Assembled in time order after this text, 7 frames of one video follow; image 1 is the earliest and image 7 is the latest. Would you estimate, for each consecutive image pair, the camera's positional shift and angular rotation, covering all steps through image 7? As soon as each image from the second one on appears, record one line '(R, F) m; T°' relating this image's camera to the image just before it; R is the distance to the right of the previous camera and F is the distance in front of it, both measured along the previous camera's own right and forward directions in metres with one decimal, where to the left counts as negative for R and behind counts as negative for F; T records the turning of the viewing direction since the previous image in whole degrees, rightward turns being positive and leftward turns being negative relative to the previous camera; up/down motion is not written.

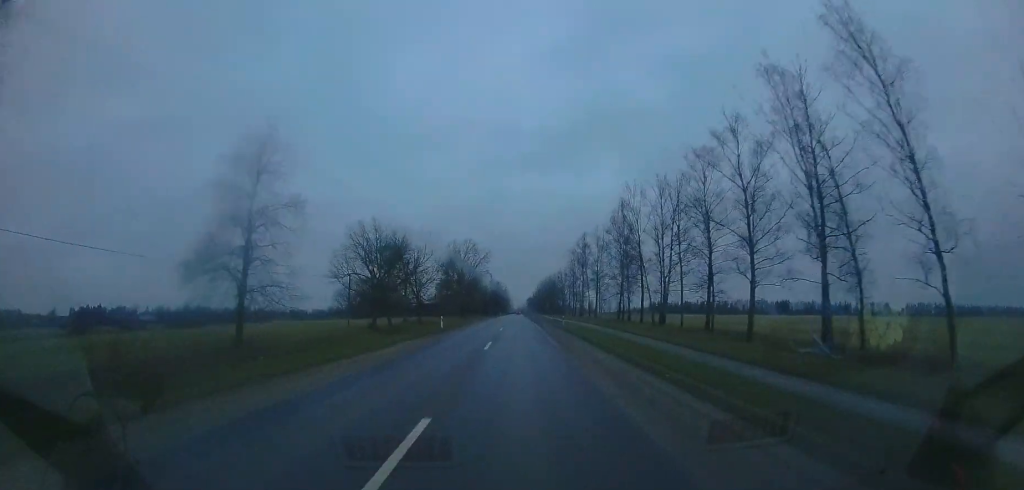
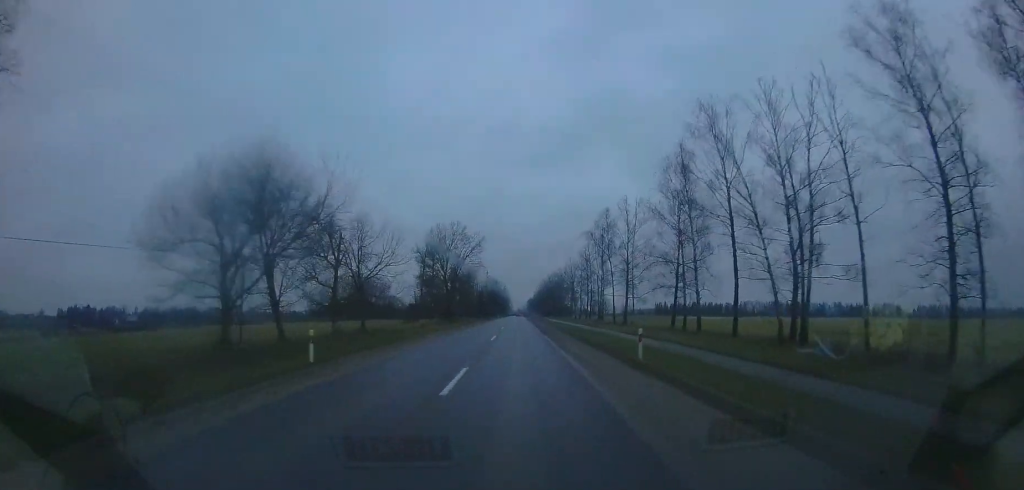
(+0.1, +19.2) m; 0°
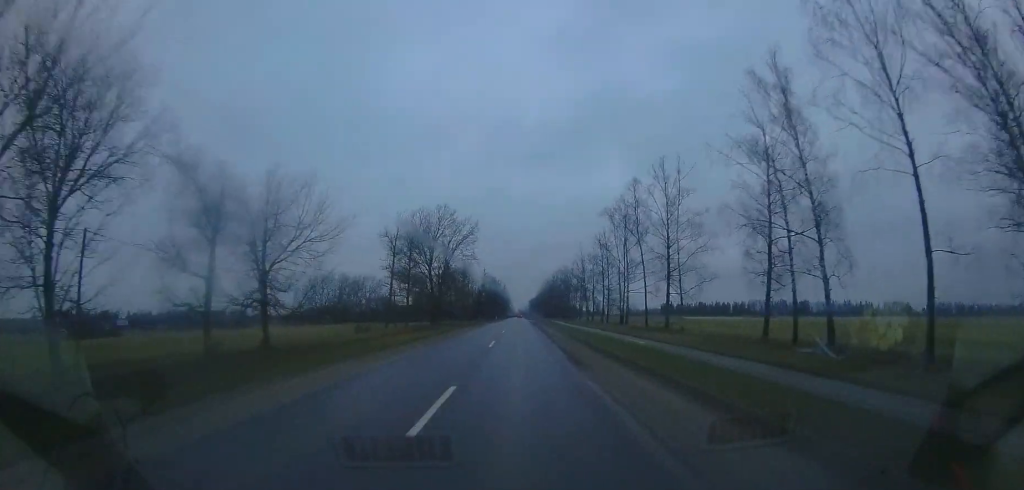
(-0.3, +13.6) m; 0°
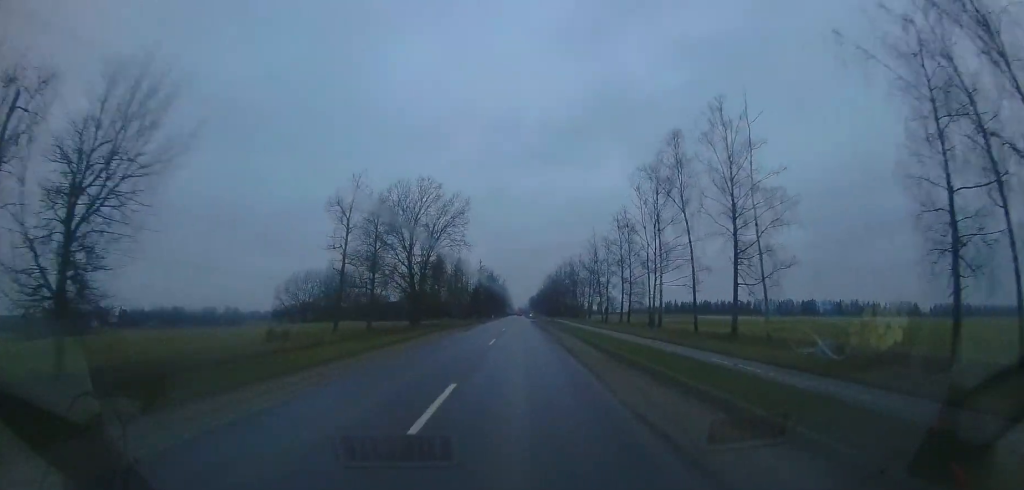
(0.0, +11.8) m; 0°
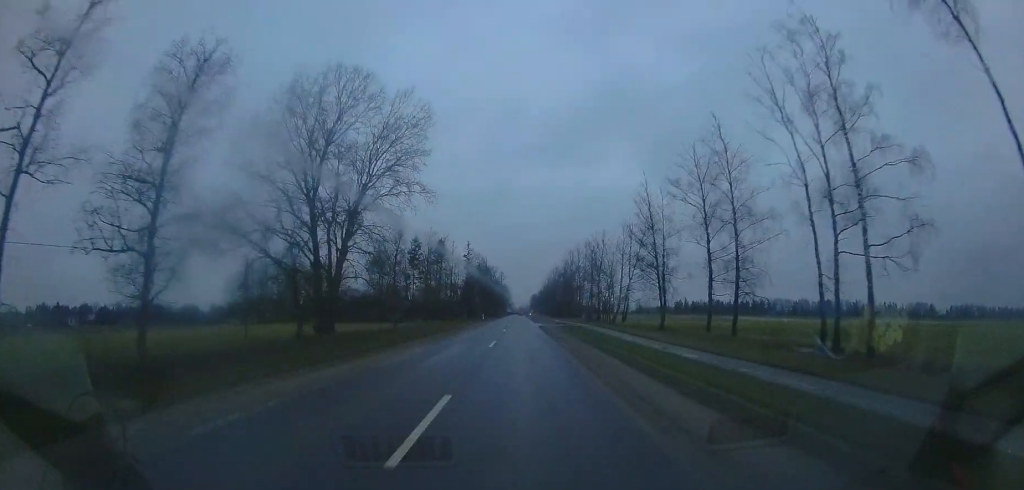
(+0.3, +24.4) m; 0°
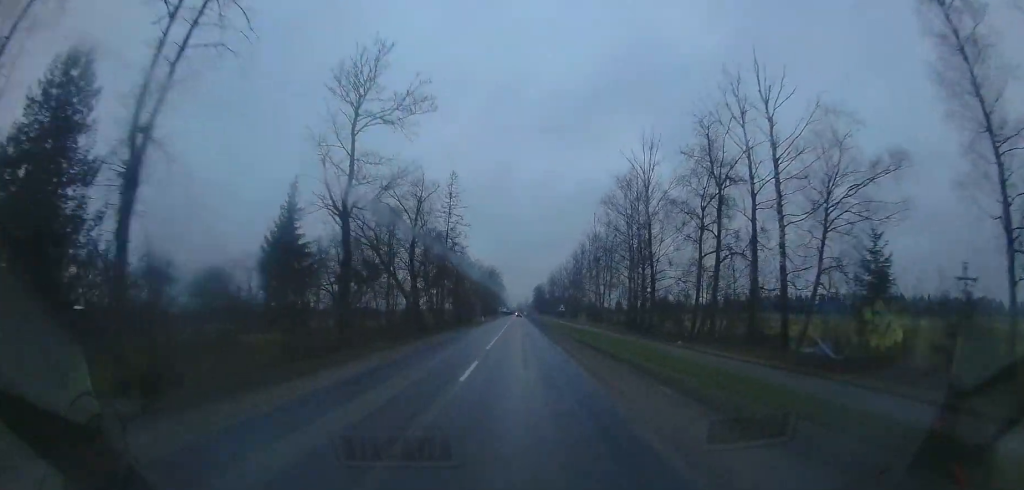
(-0.2, +100.8) m; 0°
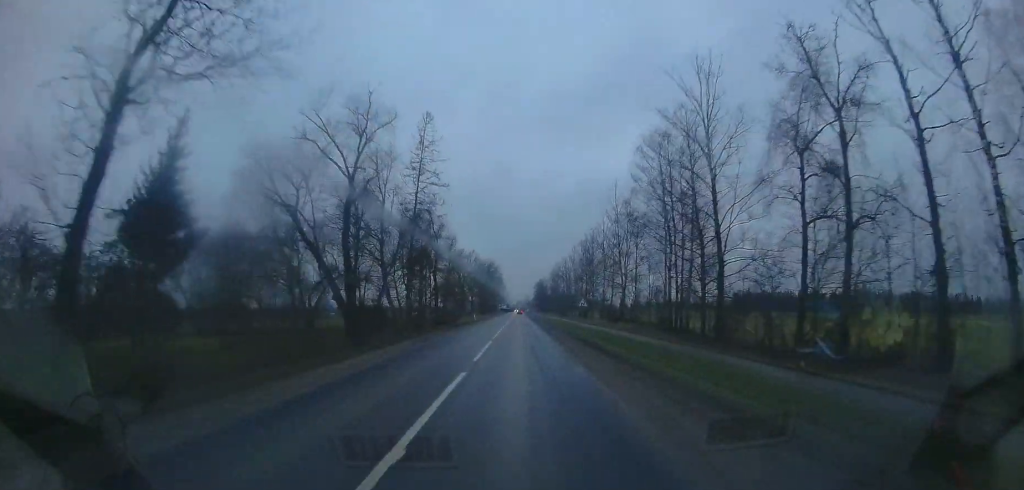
(0.0, +12.0) m; 0°
